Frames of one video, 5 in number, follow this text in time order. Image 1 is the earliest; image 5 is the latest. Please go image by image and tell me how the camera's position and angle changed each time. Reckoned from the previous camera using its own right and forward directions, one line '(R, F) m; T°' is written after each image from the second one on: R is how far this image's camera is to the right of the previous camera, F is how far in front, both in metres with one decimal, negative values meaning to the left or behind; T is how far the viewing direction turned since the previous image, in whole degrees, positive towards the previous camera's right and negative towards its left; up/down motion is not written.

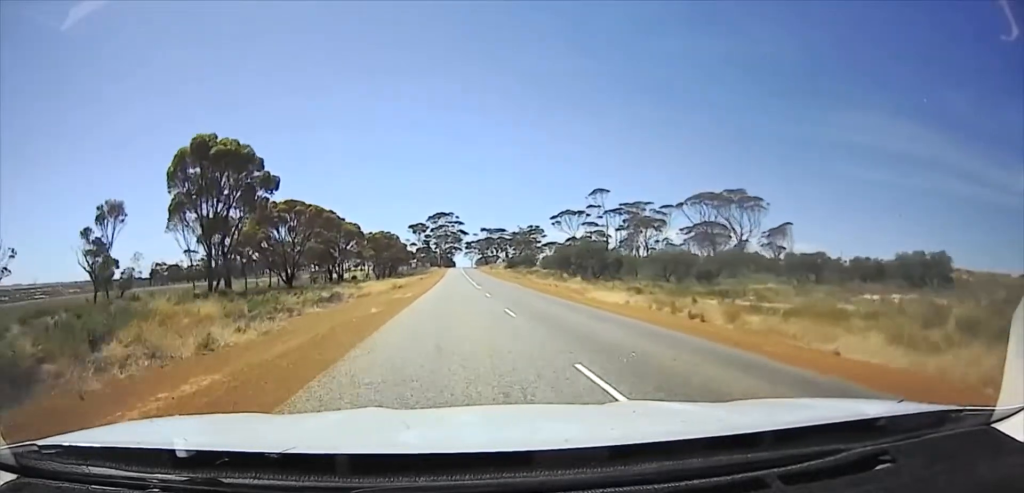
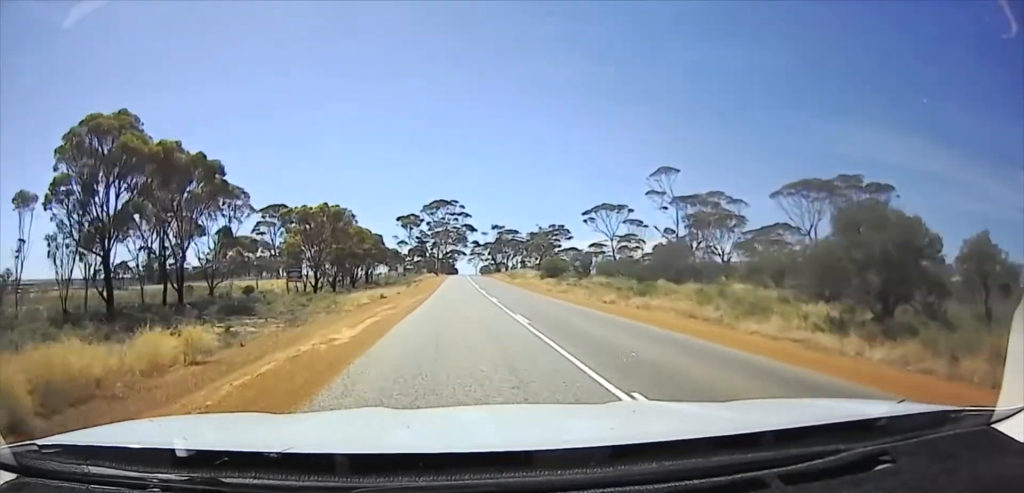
(-0.9, +35.5) m; -2°
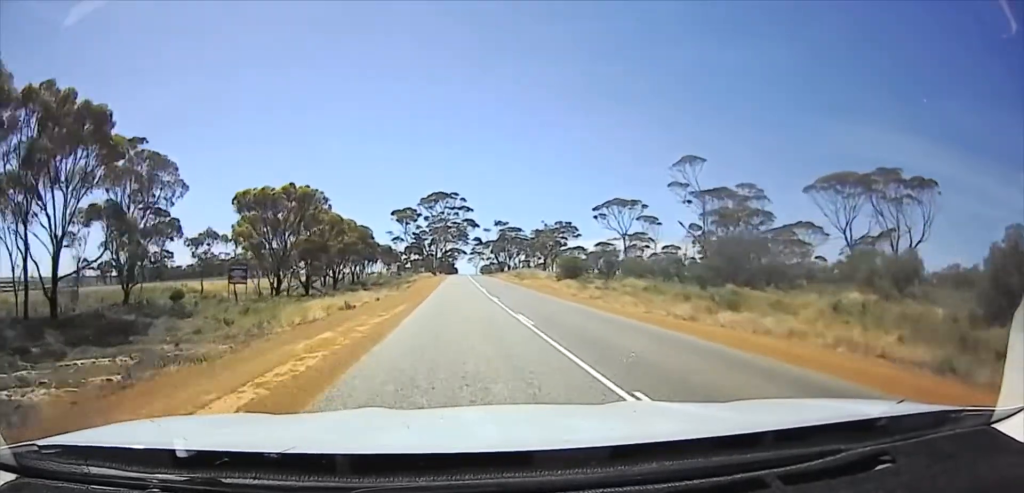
(0.0, +10.5) m; 0°
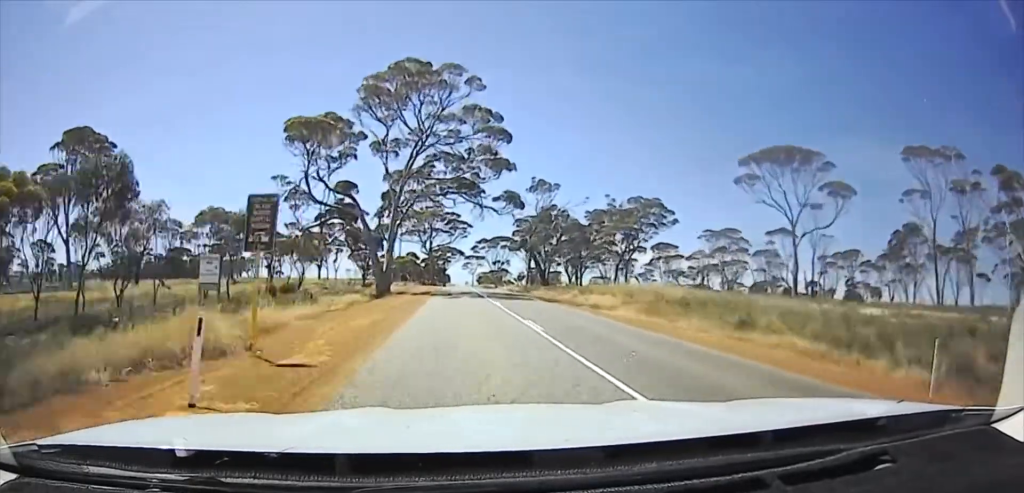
(+1.8, +92.4) m; 0°
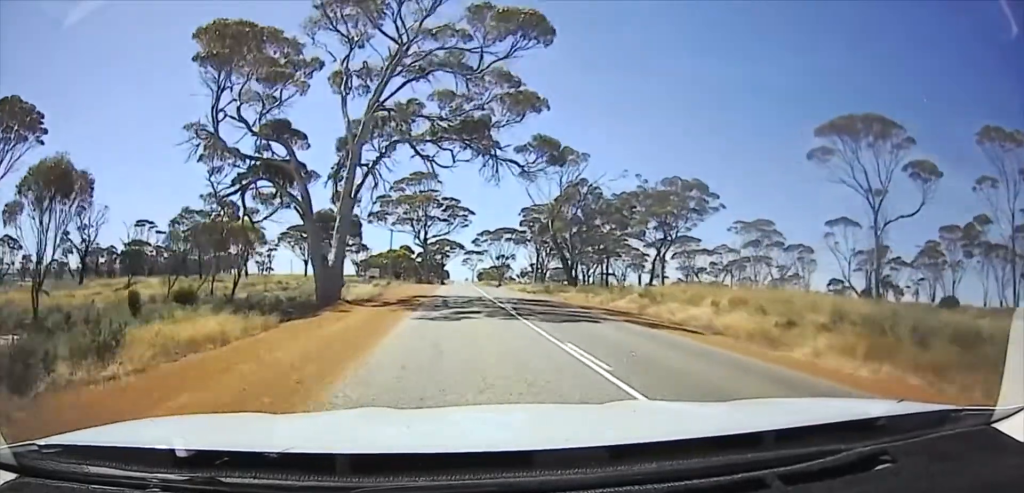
(-0.3, +22.1) m; -1°
